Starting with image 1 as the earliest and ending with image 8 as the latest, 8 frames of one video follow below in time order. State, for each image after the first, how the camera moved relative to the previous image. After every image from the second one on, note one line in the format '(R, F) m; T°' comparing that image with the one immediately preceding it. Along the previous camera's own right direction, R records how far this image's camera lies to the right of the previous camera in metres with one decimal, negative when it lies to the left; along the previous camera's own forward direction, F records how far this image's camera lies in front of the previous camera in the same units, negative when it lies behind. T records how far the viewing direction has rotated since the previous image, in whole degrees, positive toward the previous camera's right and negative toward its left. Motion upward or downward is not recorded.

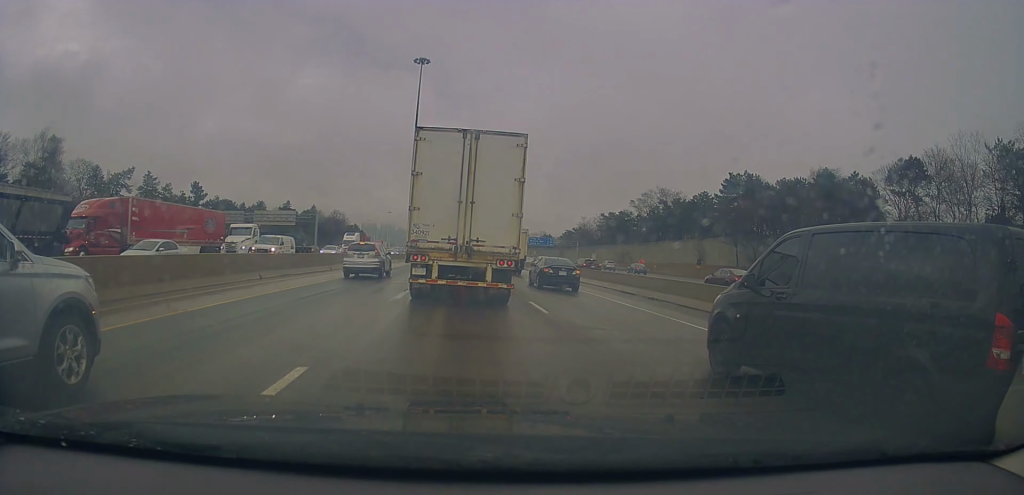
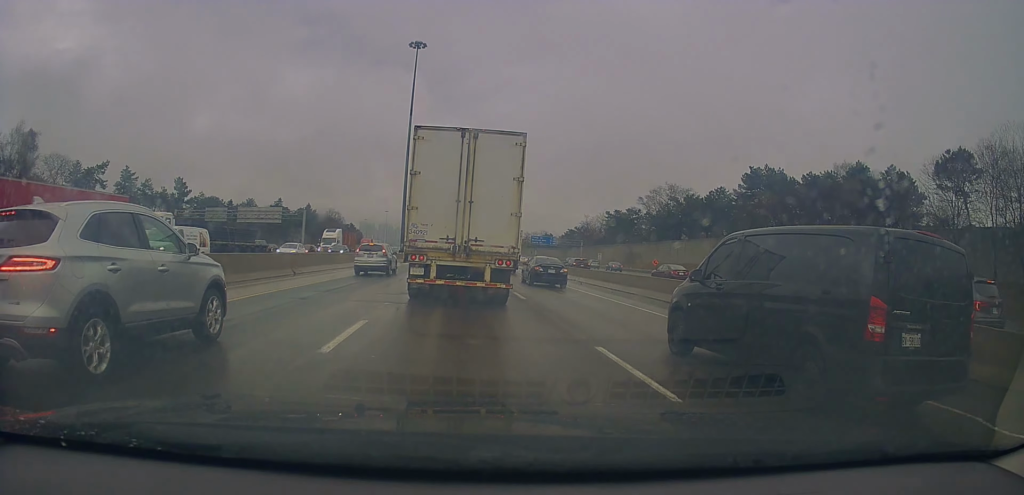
(-0.6, +8.1) m; -1°
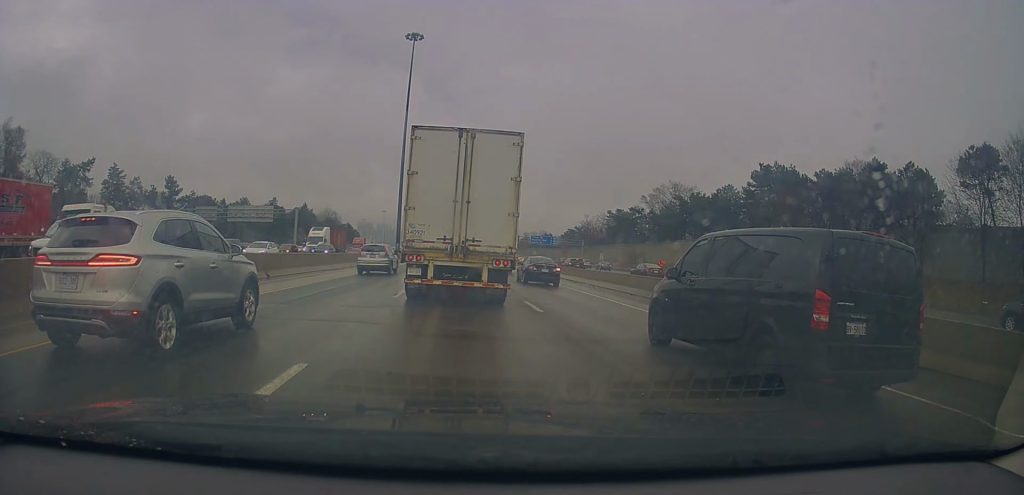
(+0.1, +4.1) m; 0°
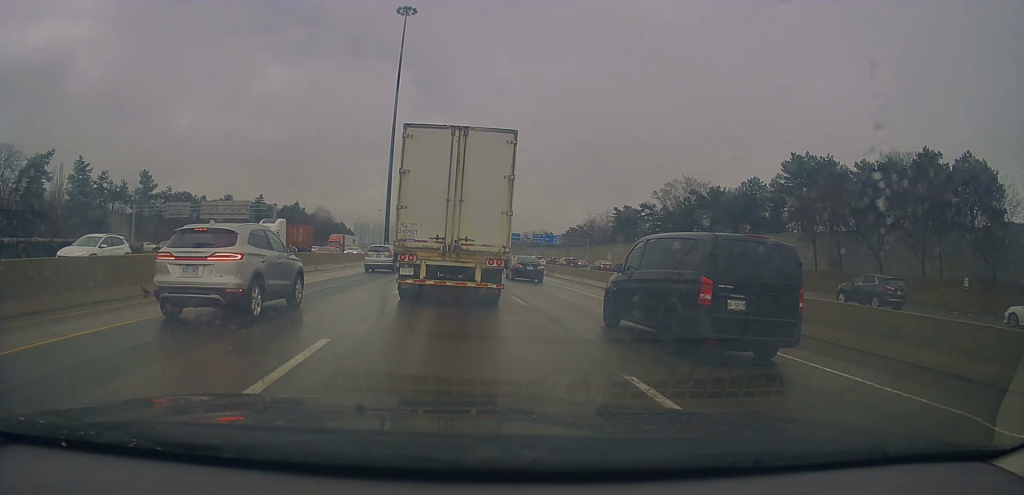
(+0.2, +10.8) m; 0°
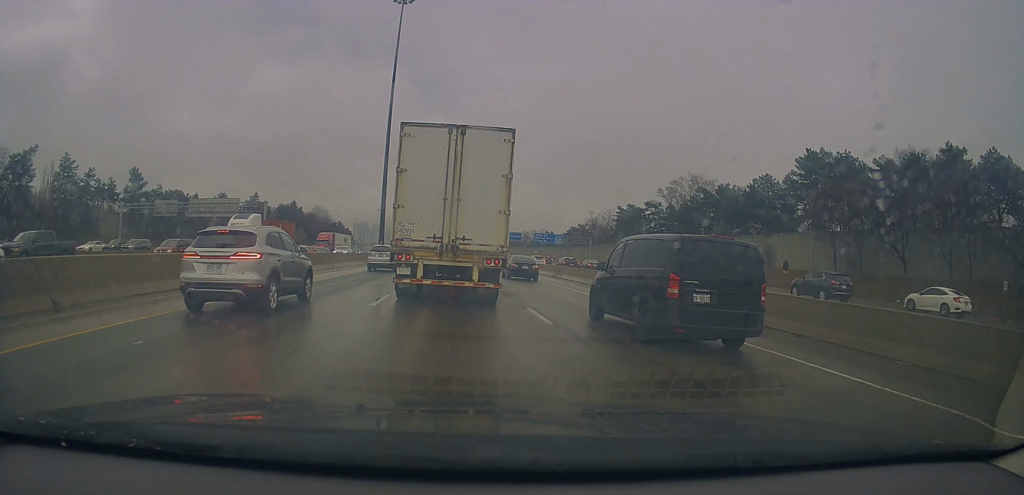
(-0.1, +4.0) m; -1°
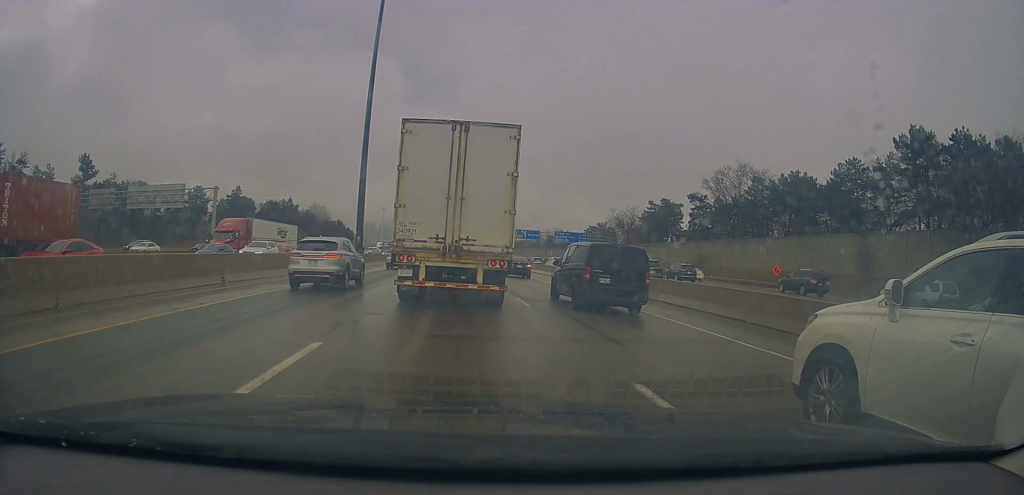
(-0.1, +21.2) m; -2°
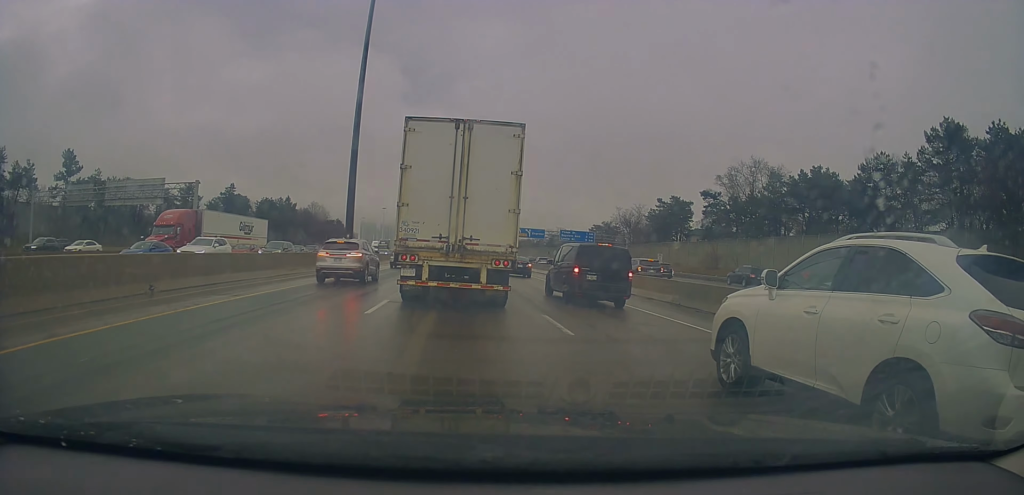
(0.0, +5.3) m; +1°
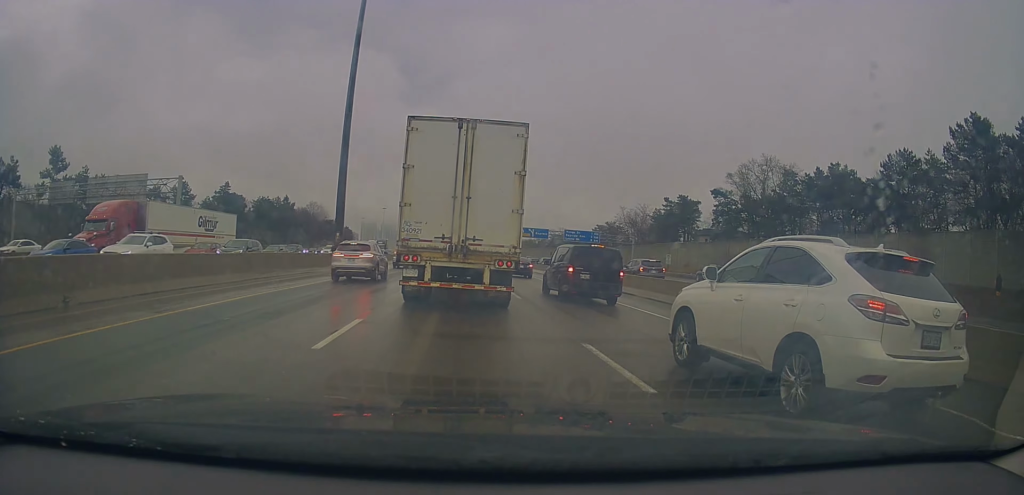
(+0.2, +4.4) m; +2°
